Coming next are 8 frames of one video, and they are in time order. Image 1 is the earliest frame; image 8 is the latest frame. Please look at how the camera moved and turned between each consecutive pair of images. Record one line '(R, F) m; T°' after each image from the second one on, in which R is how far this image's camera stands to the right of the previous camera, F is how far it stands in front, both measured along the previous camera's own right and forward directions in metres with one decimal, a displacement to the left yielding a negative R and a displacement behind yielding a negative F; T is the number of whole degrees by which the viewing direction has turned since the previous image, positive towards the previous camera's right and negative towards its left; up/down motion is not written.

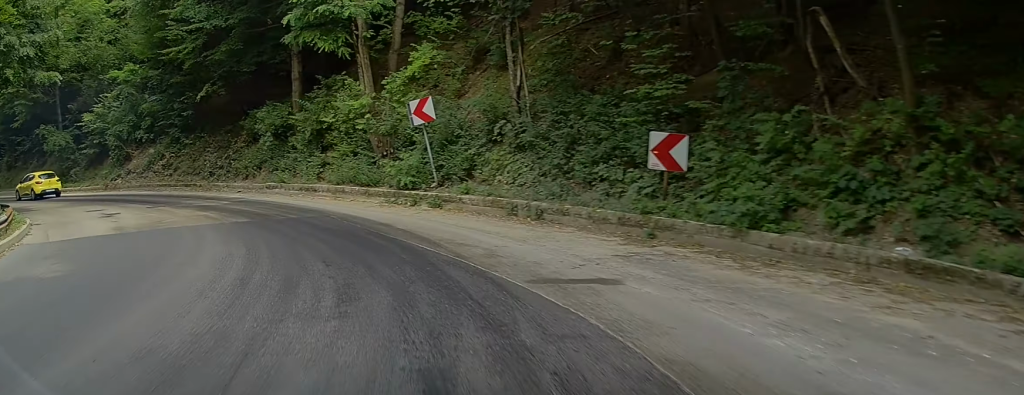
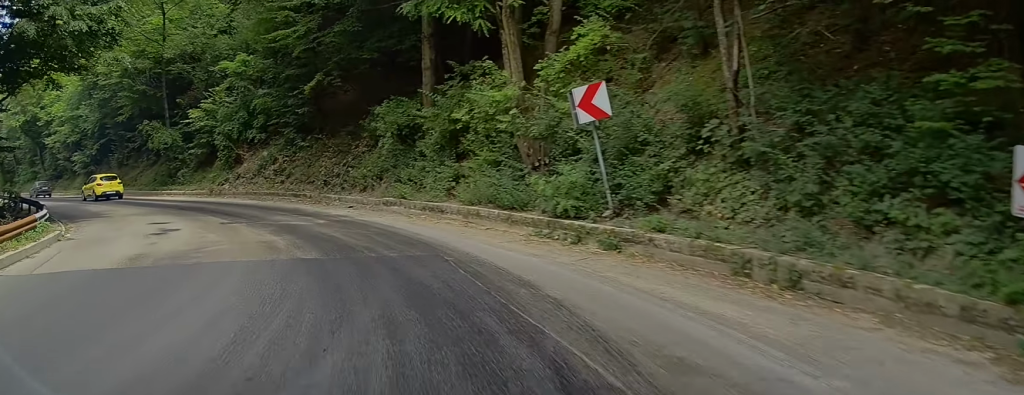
(-0.4, +5.8) m; -8°
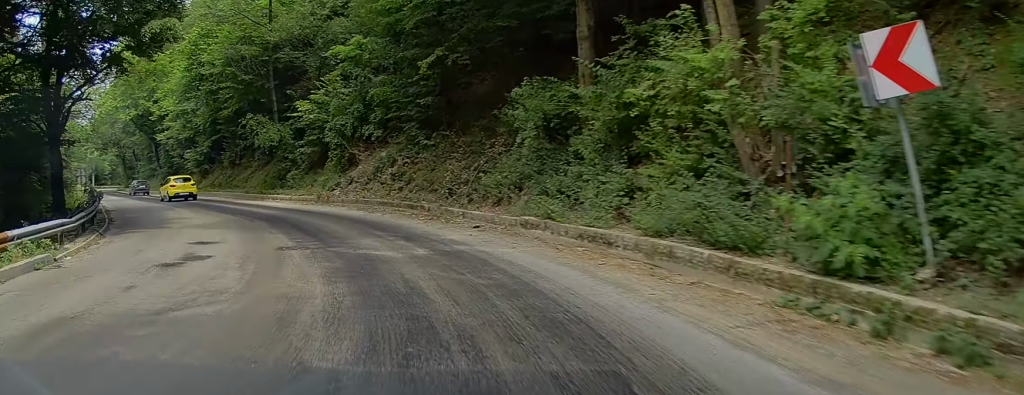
(+0.1, +5.8) m; -9°
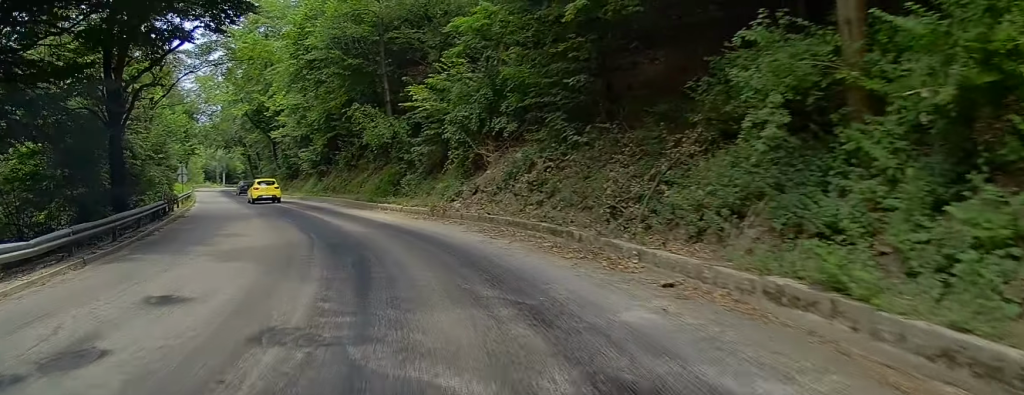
(-1.1, +6.7) m; -10°
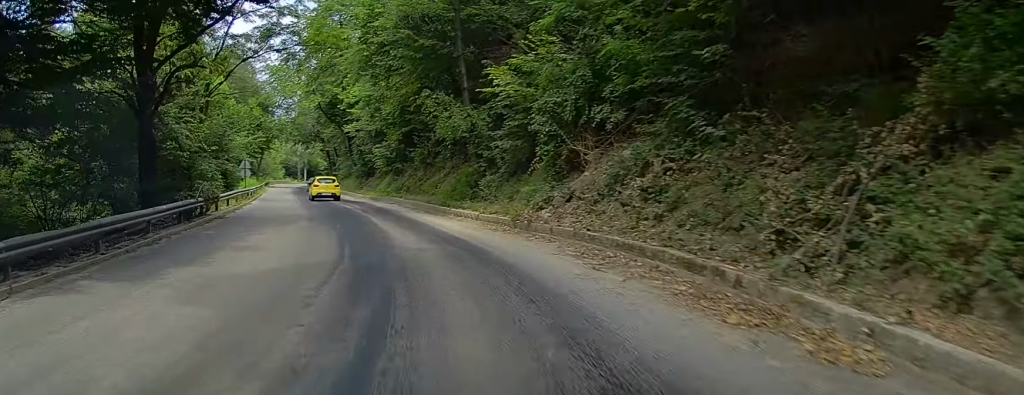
(-0.1, +4.3) m; -6°
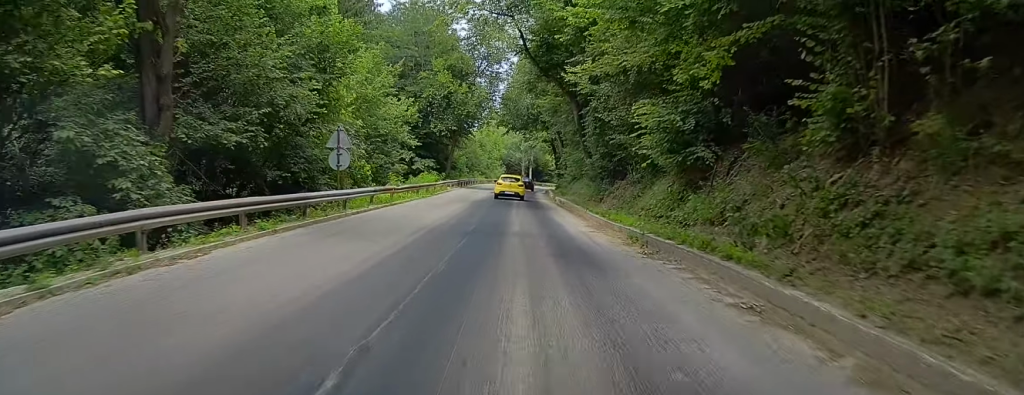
(-8.4, +21.7) m; -45°
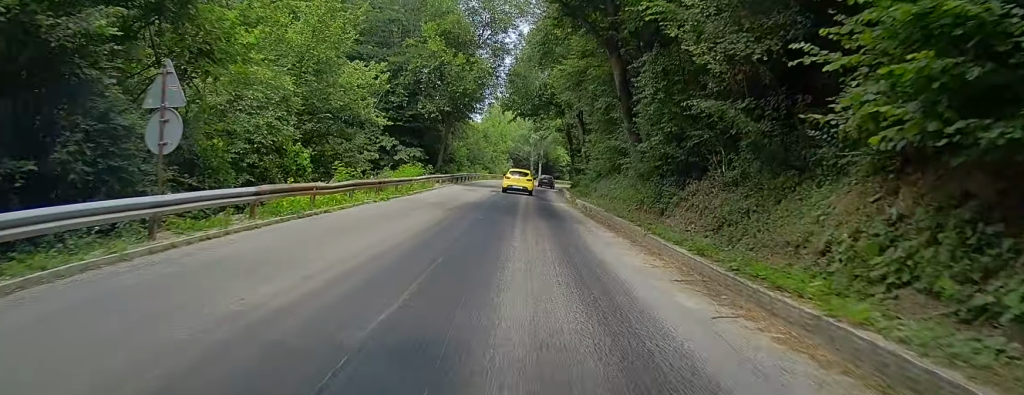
(-1.7, +10.0) m; -1°
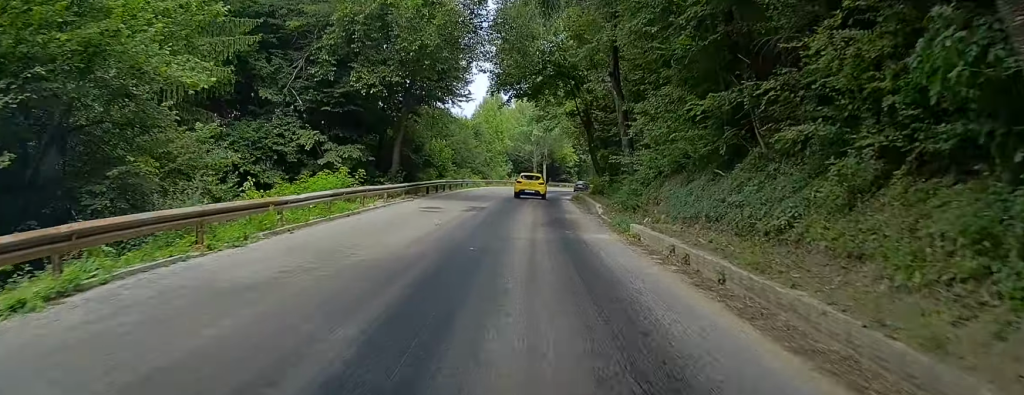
(+2.1, +15.5) m; +2°
